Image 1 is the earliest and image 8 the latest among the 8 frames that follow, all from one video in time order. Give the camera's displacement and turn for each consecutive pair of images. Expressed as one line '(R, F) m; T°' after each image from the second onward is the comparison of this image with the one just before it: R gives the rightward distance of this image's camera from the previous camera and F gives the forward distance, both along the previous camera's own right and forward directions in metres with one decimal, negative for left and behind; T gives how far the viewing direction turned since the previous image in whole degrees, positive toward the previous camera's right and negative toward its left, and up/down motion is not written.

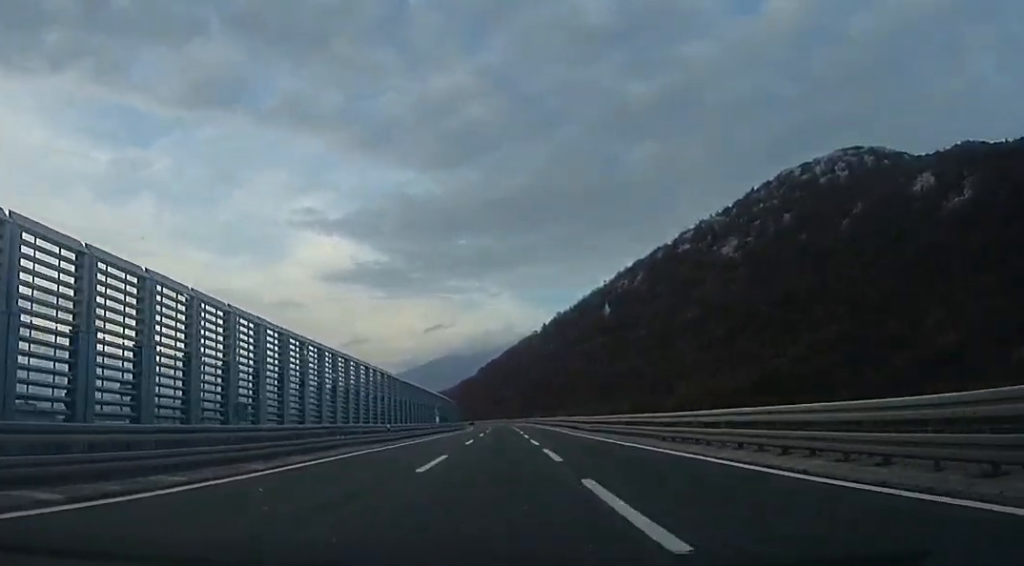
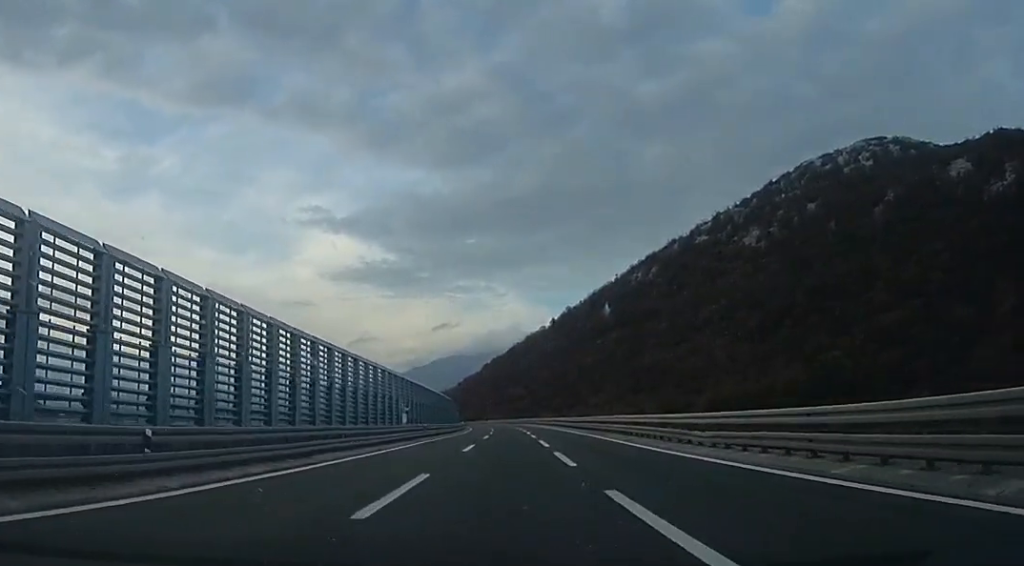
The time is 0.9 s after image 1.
(-0.8, +25.0) m; 0°
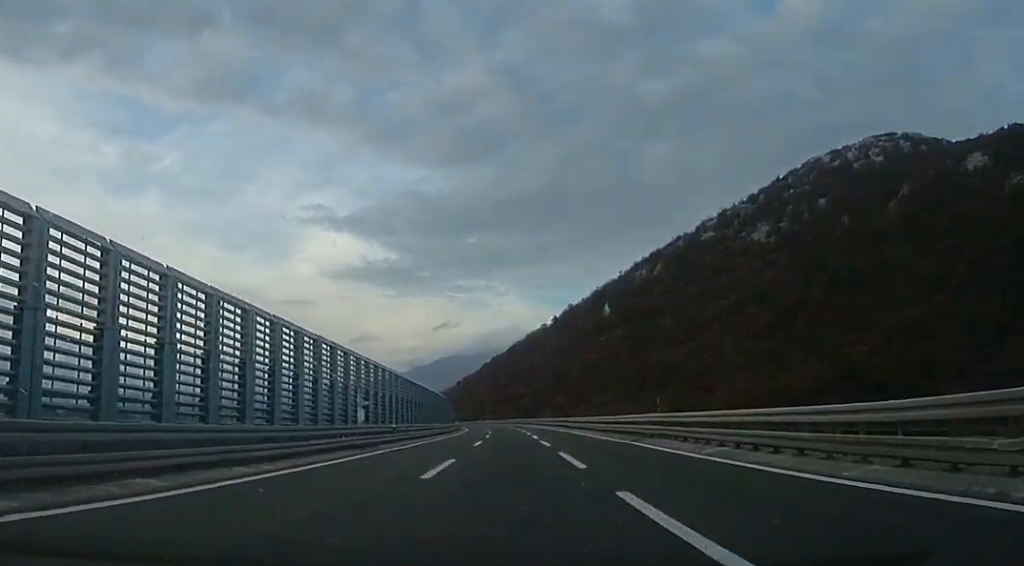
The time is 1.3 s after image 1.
(+0.4, +12.5) m; +1°
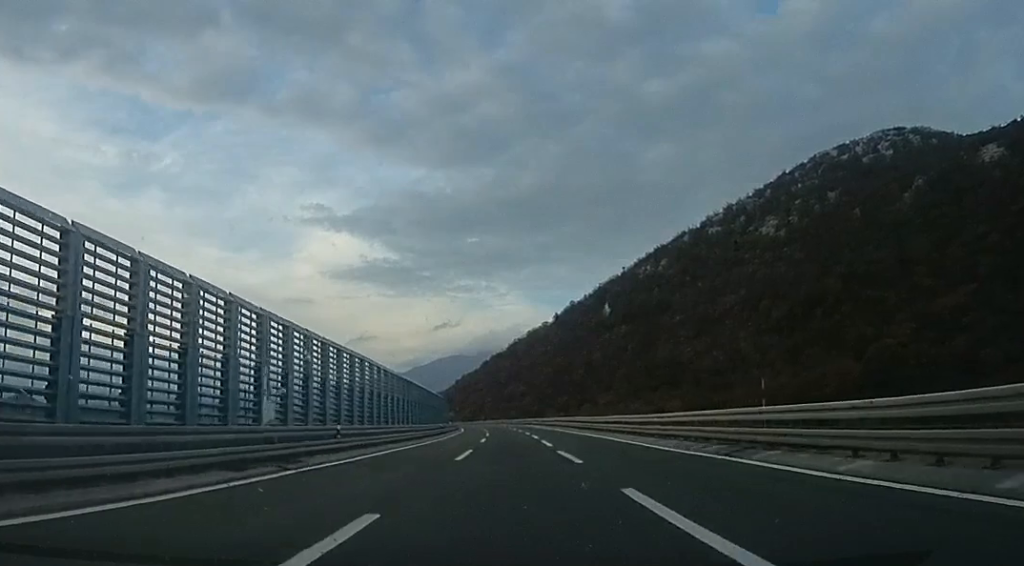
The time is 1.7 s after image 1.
(+0.2, +11.5) m; +1°
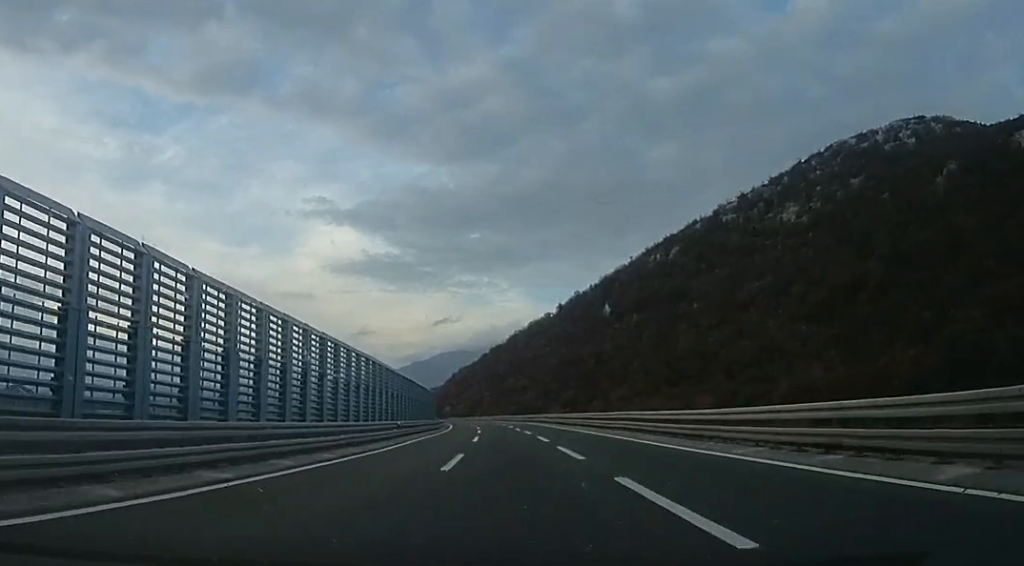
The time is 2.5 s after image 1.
(0.0, +22.8) m; -1°
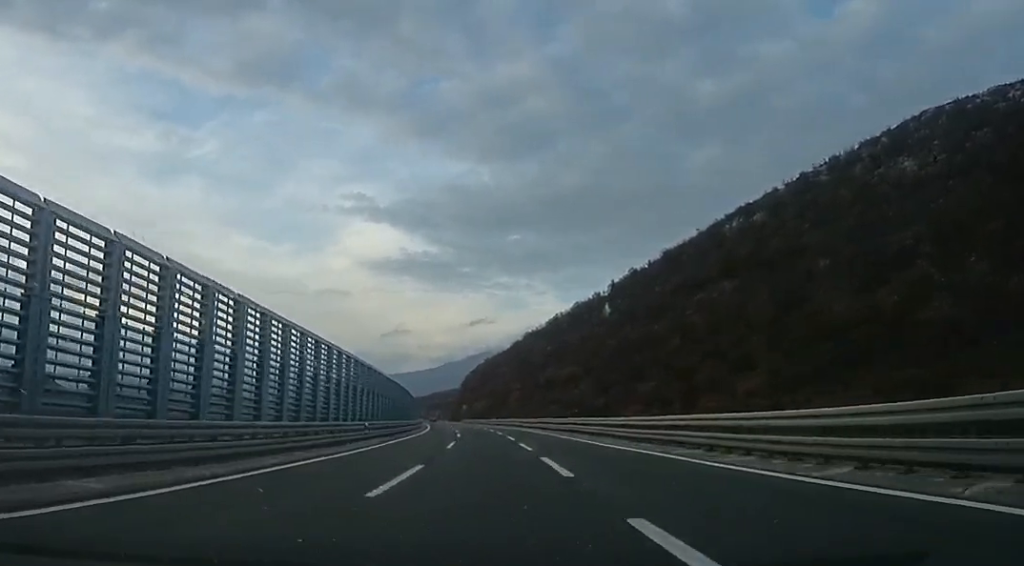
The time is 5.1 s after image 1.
(-4.0, +76.1) m; -4°
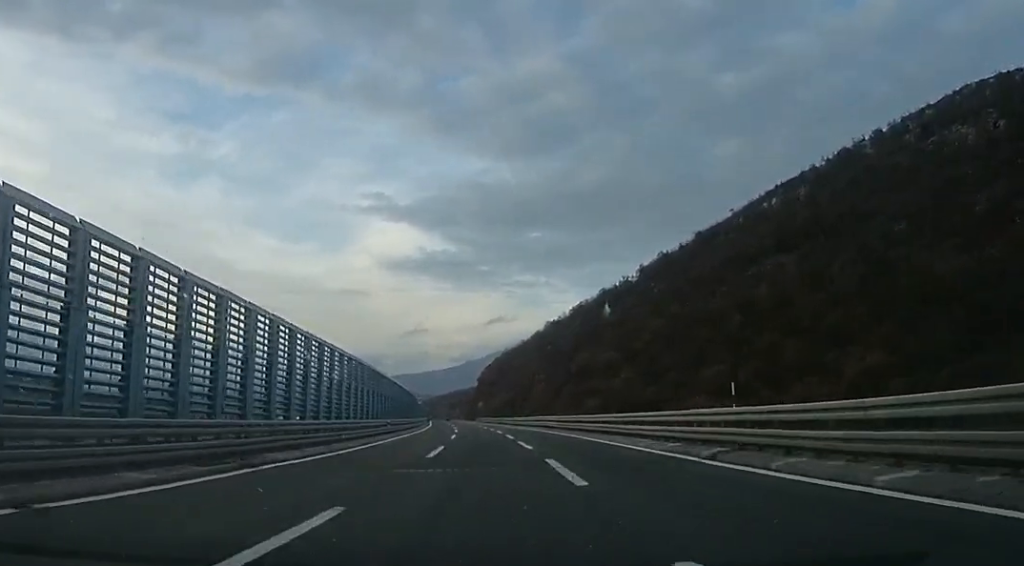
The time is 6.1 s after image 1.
(+0.4, +26.3) m; -1°
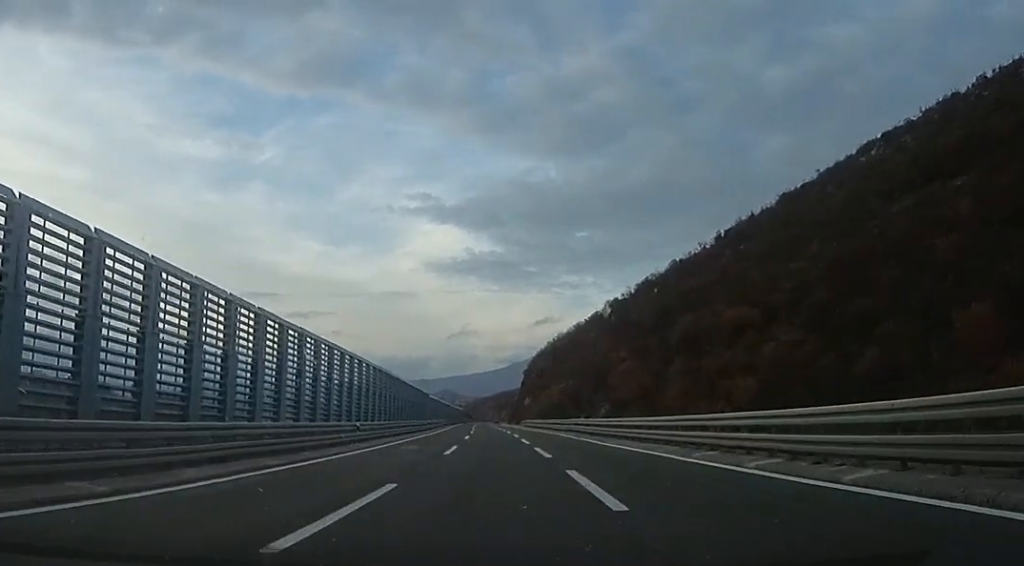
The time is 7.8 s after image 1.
(-2.6, +50.1) m; -5°
